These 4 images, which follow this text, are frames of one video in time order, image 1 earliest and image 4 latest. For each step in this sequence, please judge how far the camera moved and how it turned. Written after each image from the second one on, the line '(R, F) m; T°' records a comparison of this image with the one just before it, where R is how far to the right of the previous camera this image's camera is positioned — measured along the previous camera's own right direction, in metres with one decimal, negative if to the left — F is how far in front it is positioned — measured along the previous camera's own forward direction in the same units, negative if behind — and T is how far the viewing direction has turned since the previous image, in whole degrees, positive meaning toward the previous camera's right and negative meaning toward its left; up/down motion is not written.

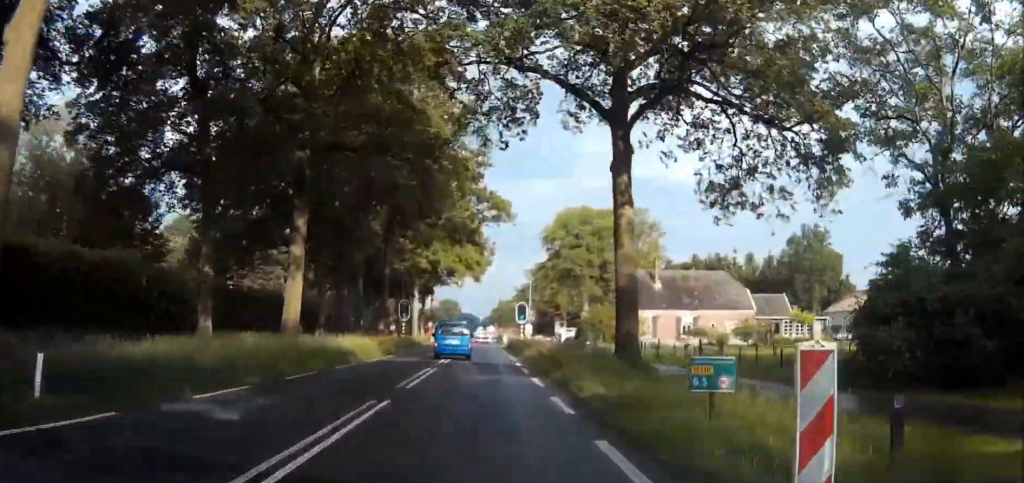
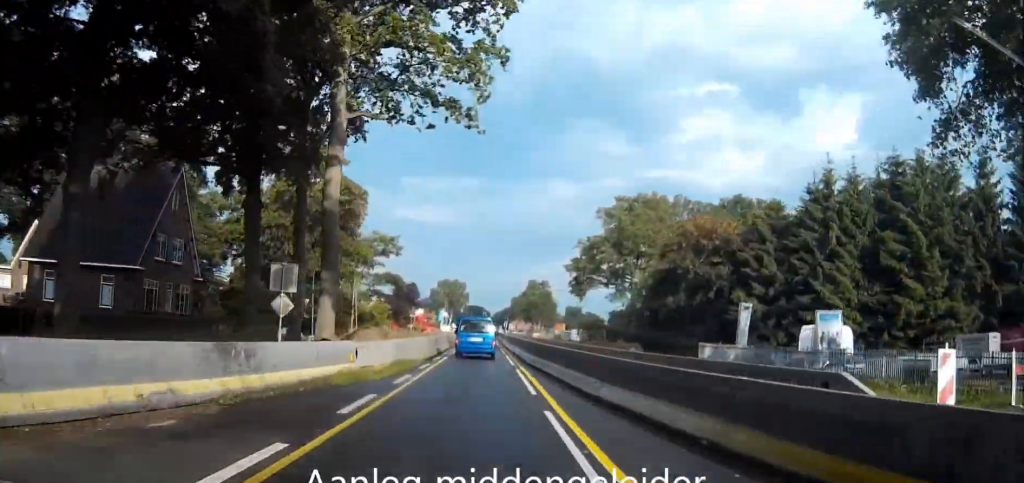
(-3.9, +96.9) m; -3°
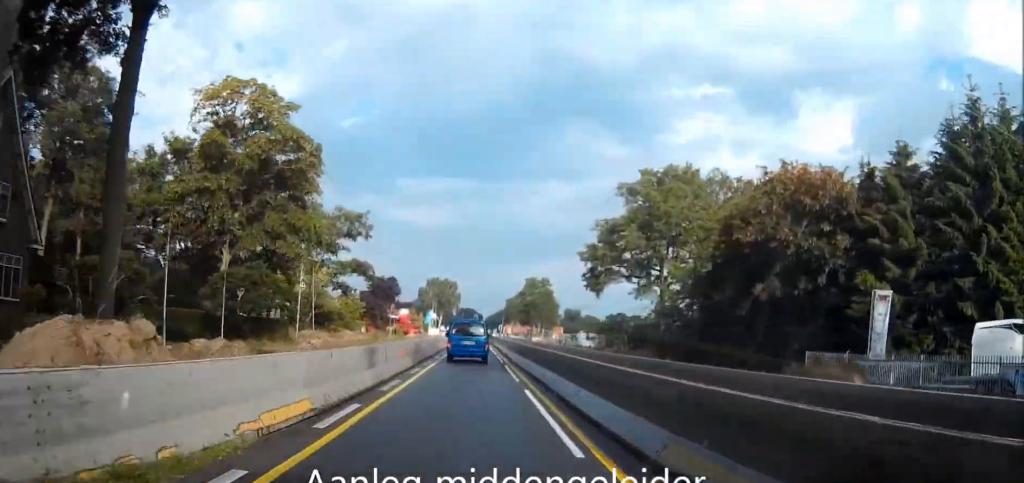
(0.0, +18.7) m; +1°
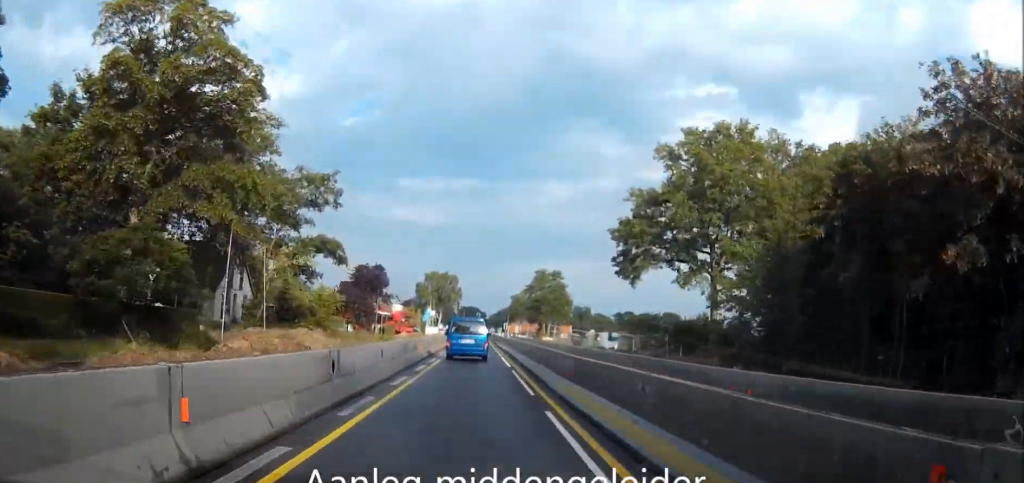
(+0.3, +16.1) m; +1°
